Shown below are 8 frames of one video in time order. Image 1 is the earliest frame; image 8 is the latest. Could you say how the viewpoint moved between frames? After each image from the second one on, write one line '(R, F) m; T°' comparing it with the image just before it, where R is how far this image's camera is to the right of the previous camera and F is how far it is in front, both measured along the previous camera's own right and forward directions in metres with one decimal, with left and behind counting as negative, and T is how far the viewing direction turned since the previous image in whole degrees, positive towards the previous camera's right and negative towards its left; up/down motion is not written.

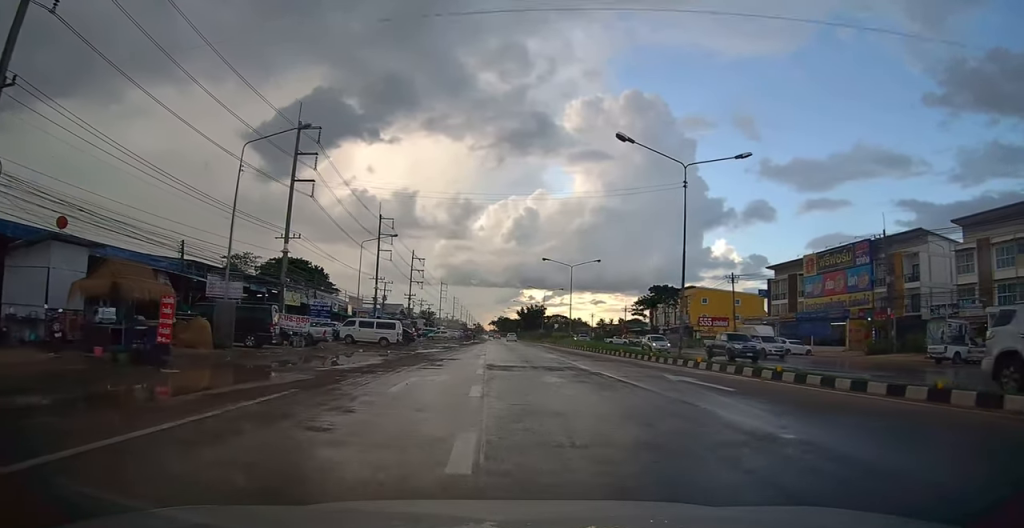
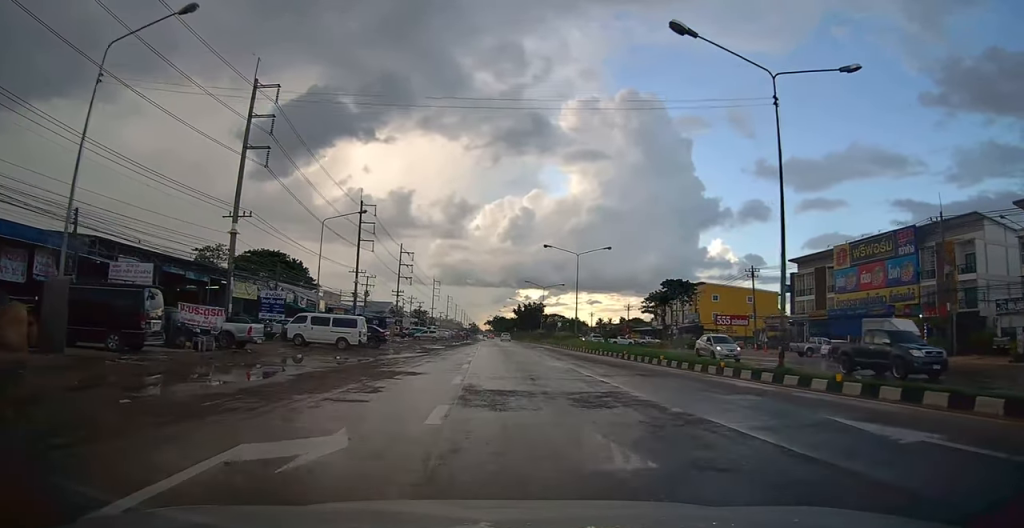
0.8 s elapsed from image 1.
(0.0, +9.8) m; 0°
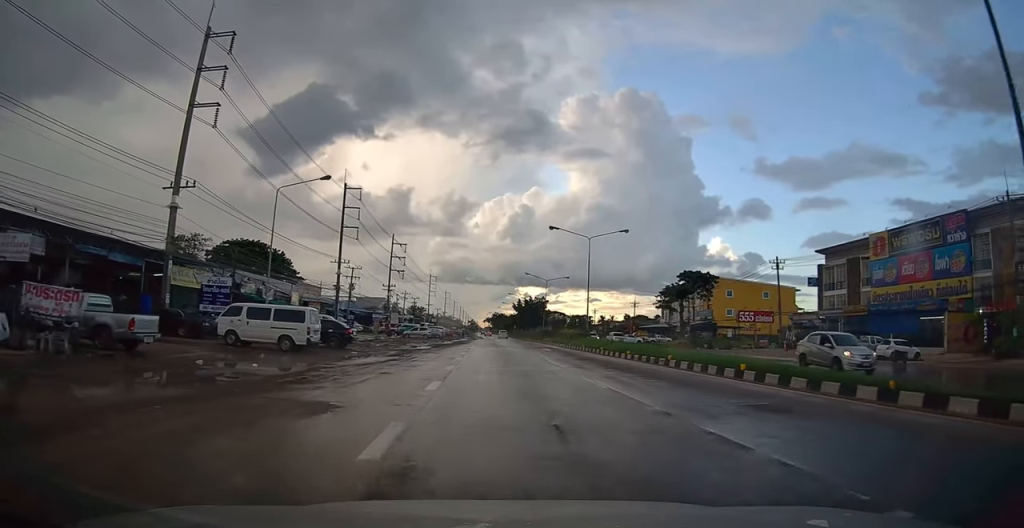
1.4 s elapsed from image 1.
(0.0, +8.5) m; 0°
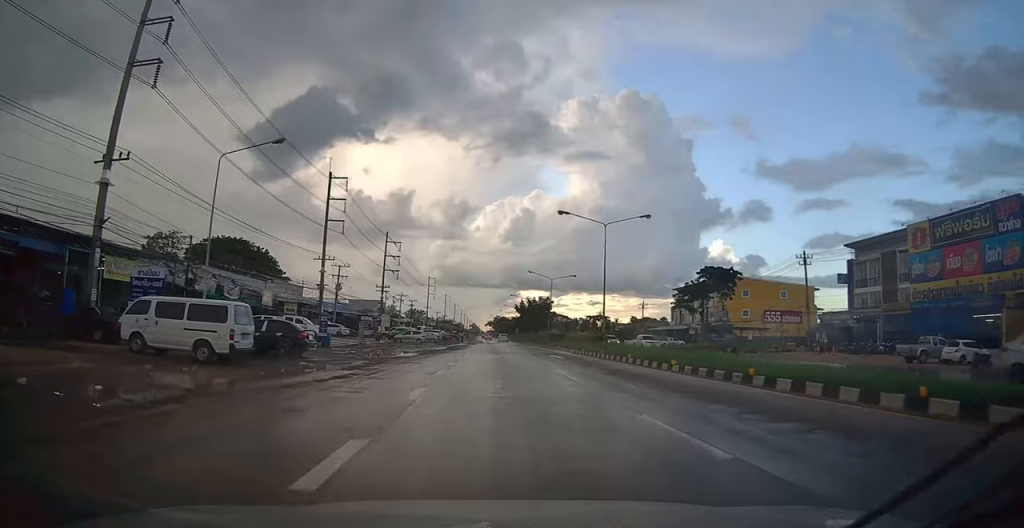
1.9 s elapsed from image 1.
(0.0, +7.3) m; 0°
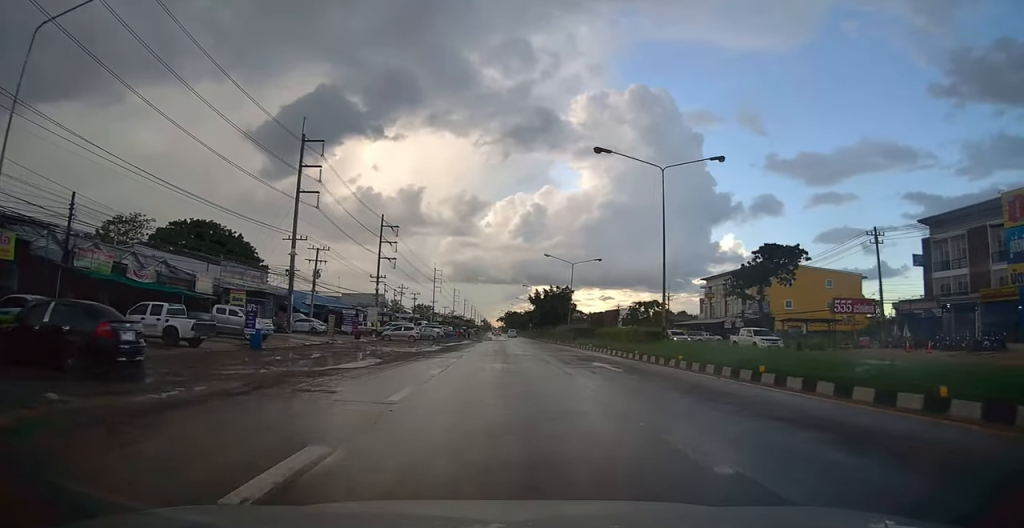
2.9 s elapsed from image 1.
(0.0, +12.9) m; 0°
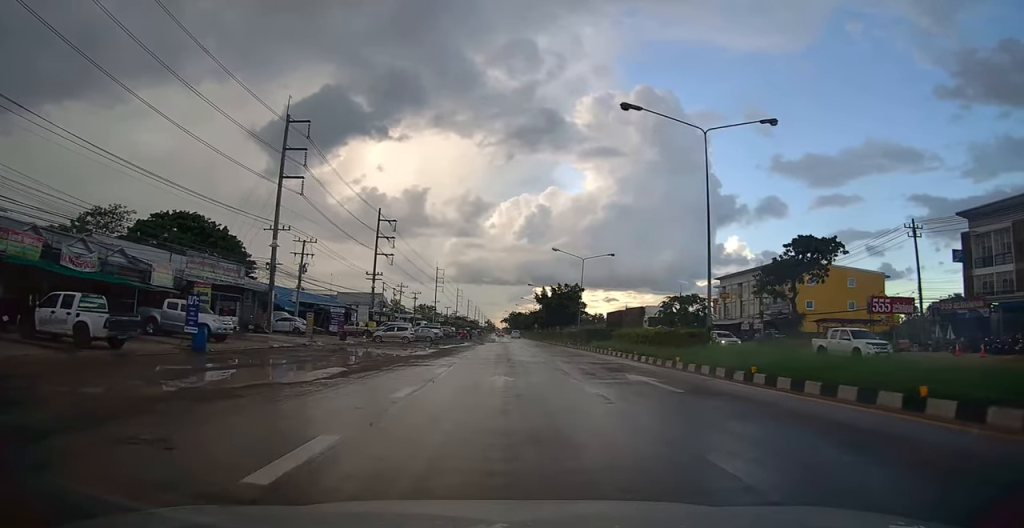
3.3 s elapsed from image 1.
(-0.1, +5.5) m; 0°
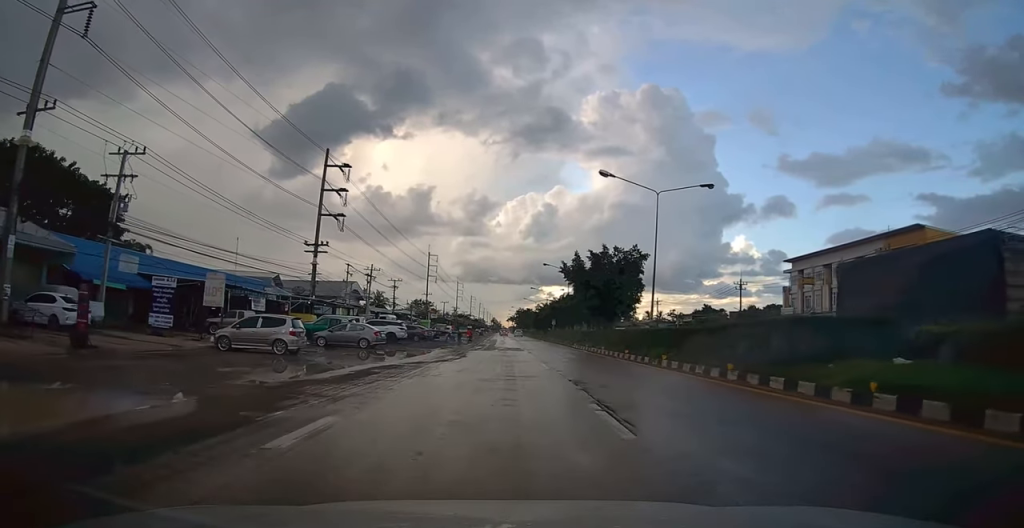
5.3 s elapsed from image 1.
(-0.3, +28.9) m; -1°
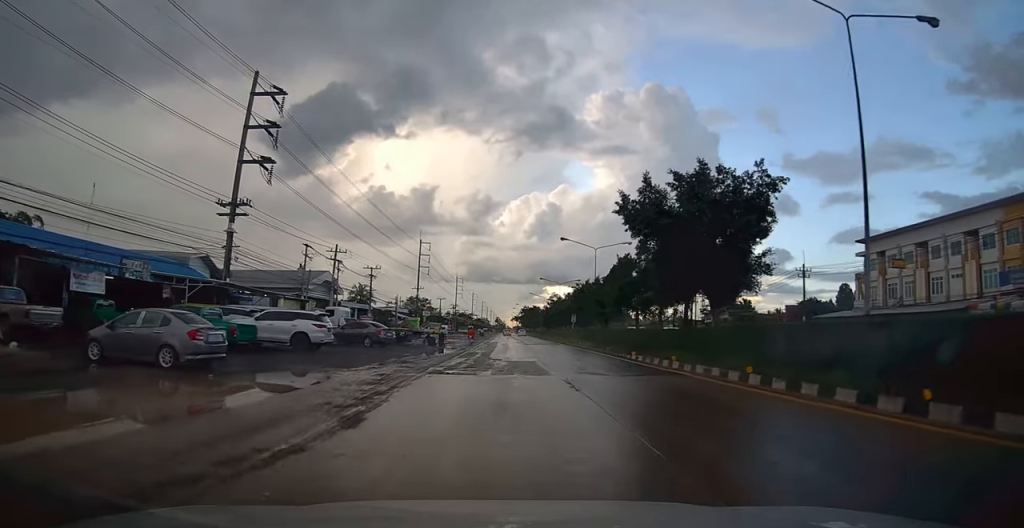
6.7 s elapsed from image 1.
(0.0, +19.6) m; 0°
